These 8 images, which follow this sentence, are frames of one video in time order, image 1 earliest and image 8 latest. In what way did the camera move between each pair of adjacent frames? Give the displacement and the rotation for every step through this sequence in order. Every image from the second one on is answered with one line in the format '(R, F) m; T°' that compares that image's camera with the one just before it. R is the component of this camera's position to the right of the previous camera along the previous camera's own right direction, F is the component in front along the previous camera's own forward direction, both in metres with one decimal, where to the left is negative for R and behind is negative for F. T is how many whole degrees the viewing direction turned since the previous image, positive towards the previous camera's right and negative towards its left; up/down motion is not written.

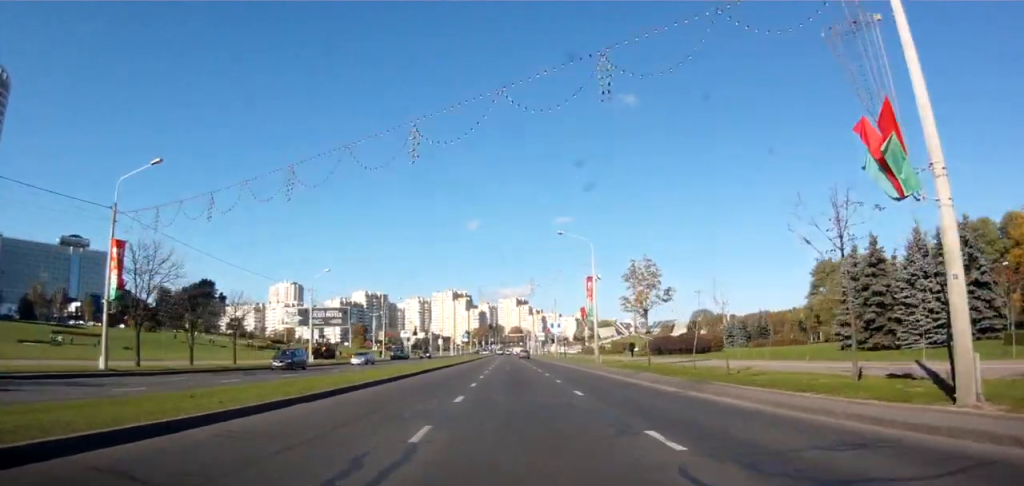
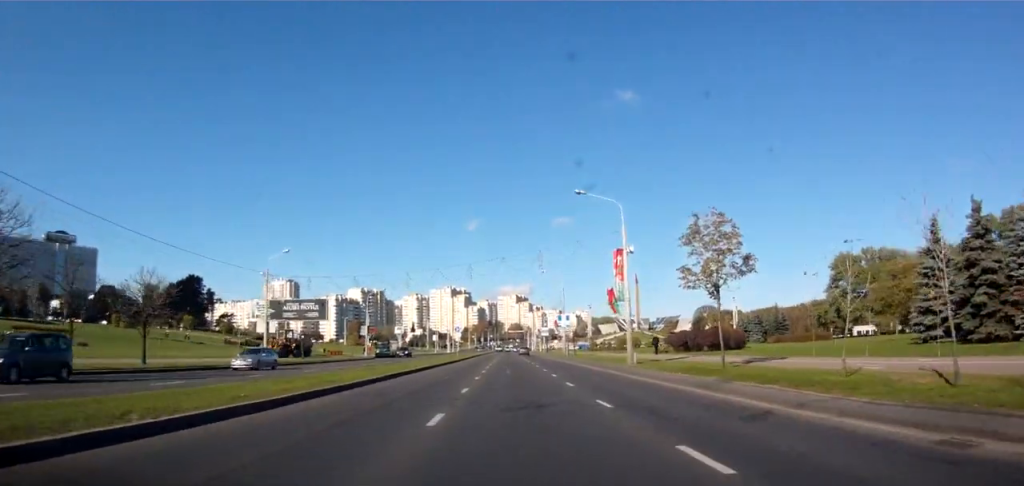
(0.0, +13.0) m; 0°
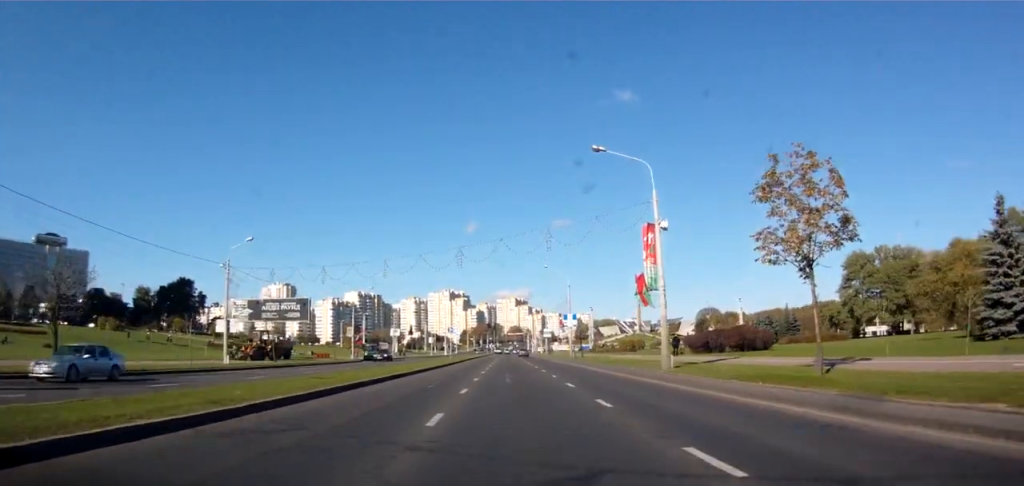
(0.0, +7.8) m; 0°
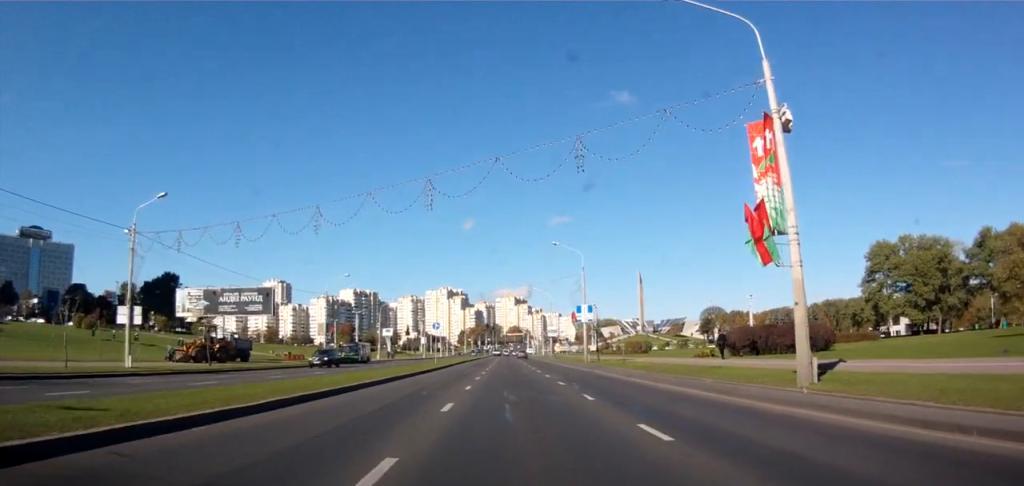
(0.0, +13.2) m; +1°
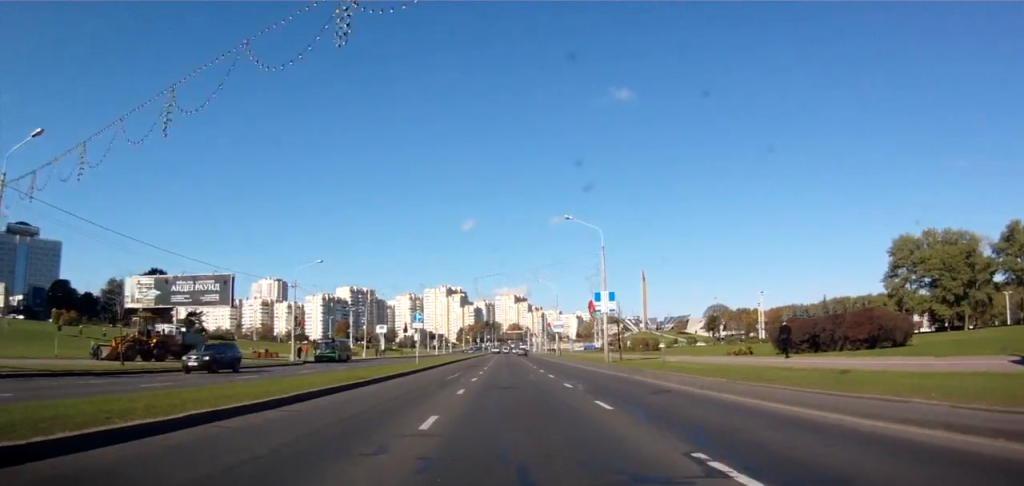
(+0.2, +10.9) m; 0°
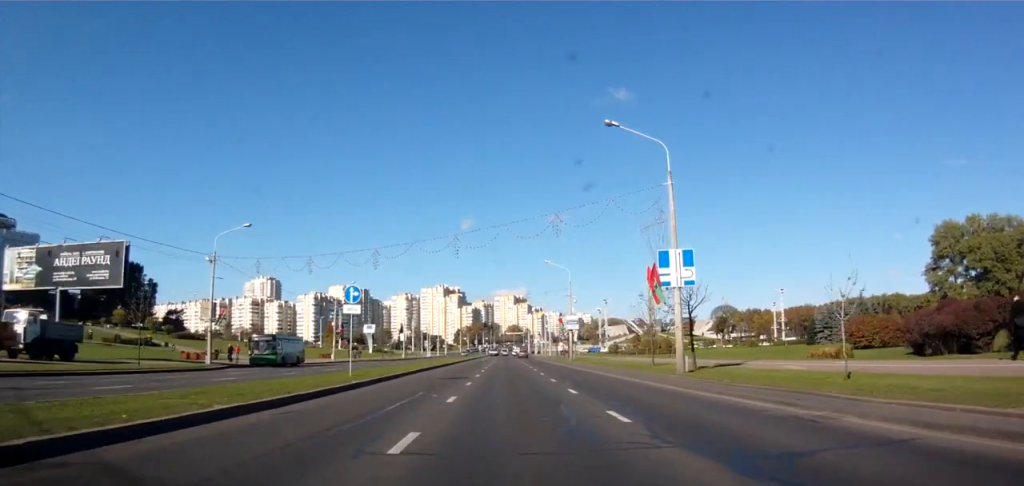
(-0.4, +18.1) m; -1°
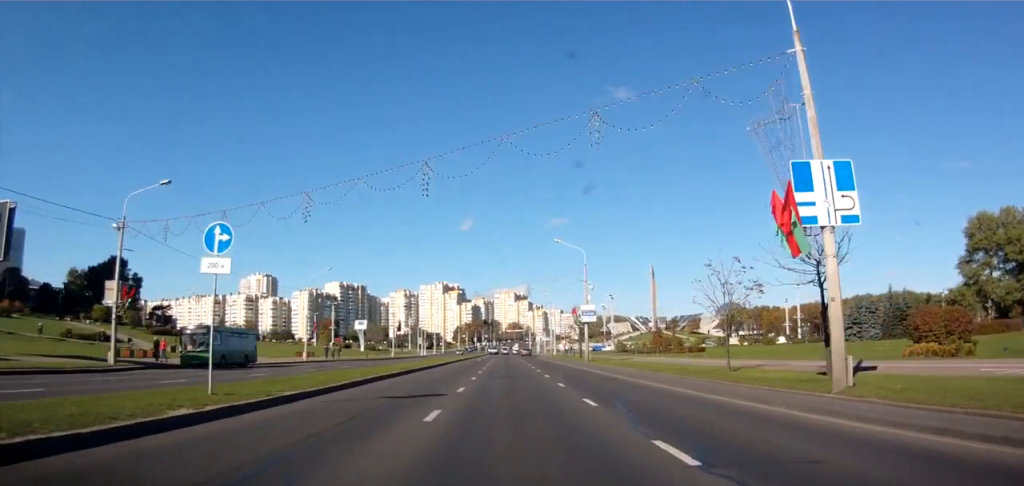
(+0.1, +12.0) m; 0°
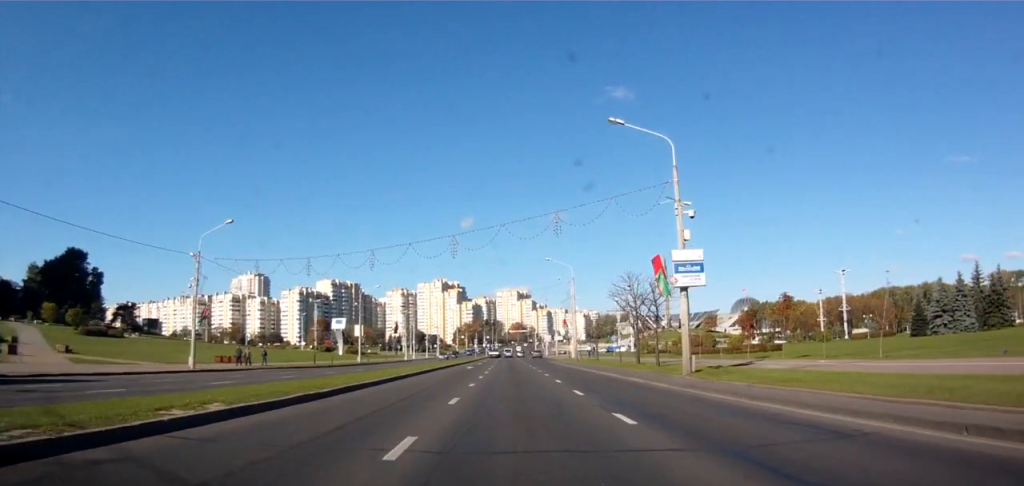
(-0.7, +28.1) m; -2°
